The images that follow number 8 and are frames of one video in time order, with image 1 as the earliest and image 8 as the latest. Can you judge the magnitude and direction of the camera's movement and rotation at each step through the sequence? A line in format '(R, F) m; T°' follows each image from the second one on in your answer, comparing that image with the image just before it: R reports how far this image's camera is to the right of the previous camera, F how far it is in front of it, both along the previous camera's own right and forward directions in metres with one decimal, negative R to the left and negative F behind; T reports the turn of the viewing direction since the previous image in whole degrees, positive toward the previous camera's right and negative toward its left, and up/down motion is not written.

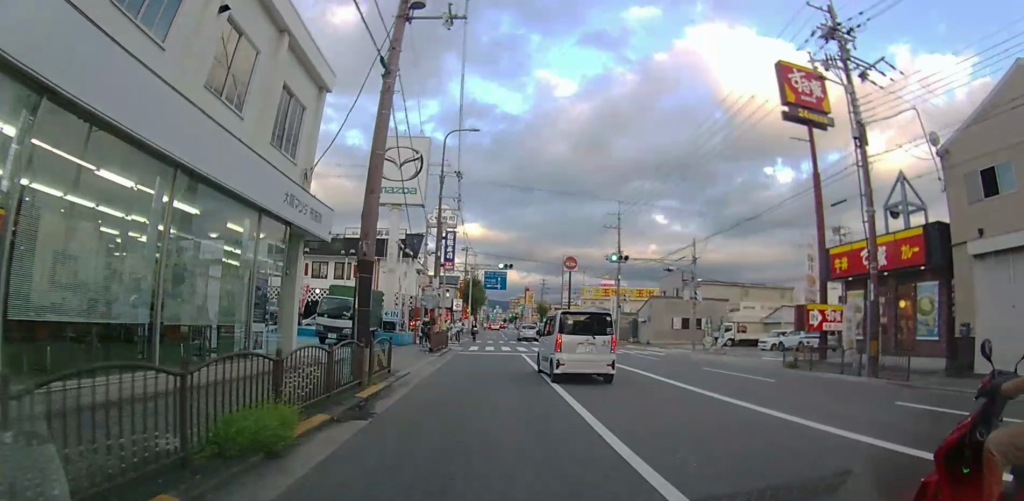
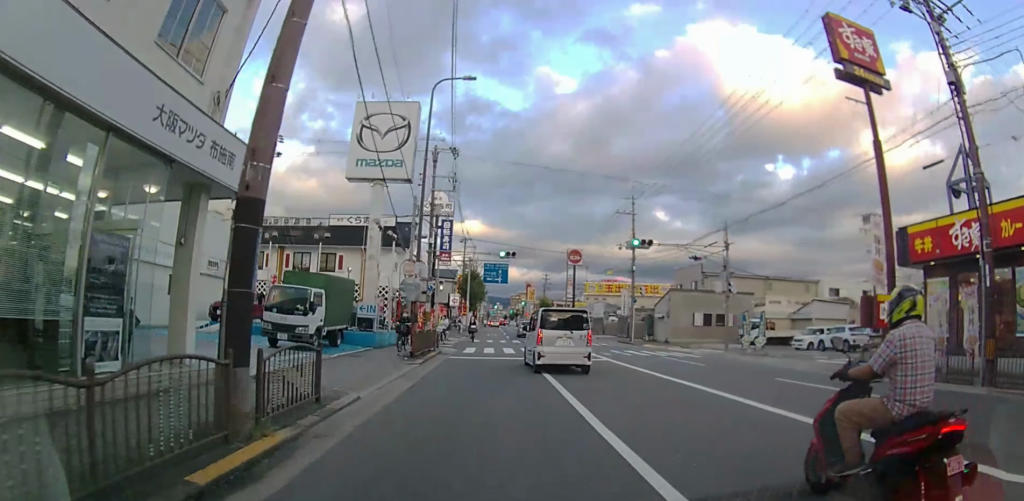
(+0.1, +4.9) m; 0°
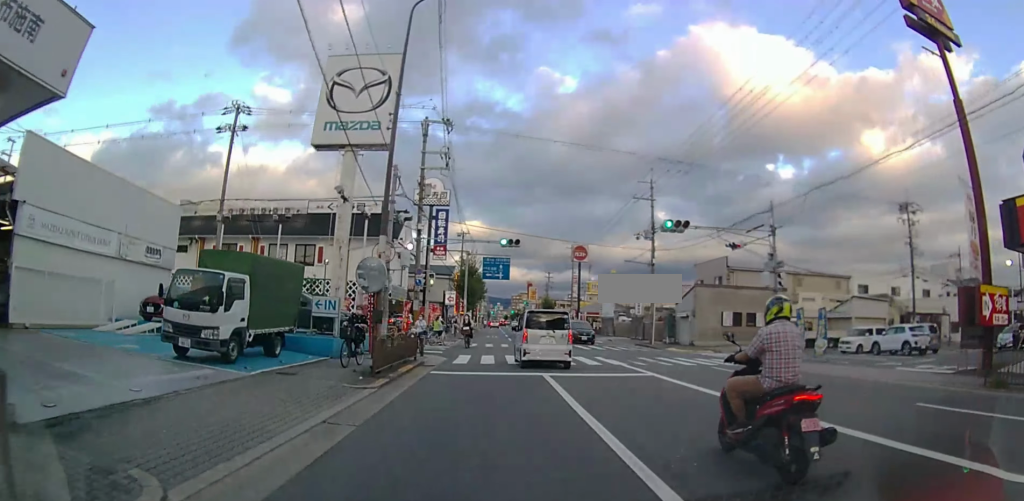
(0.0, +5.3) m; 0°
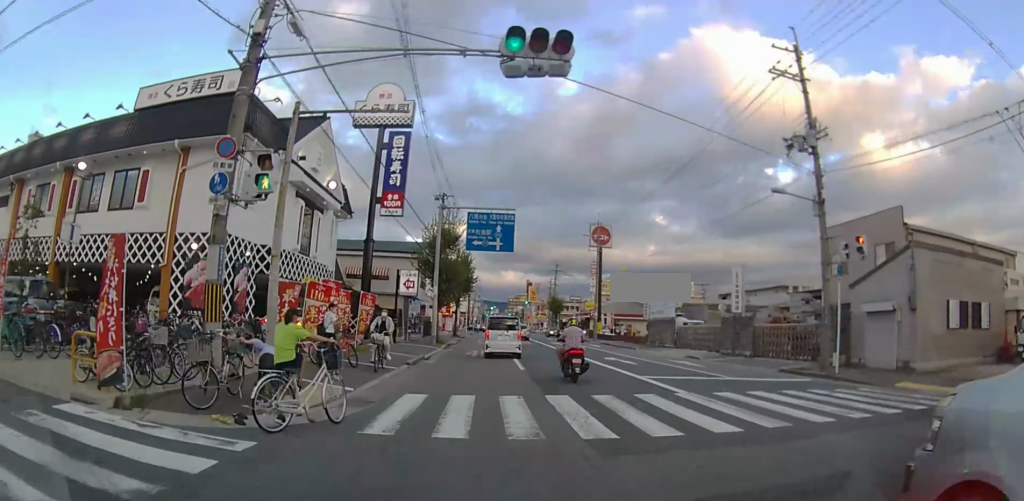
(0.0, +21.9) m; 0°
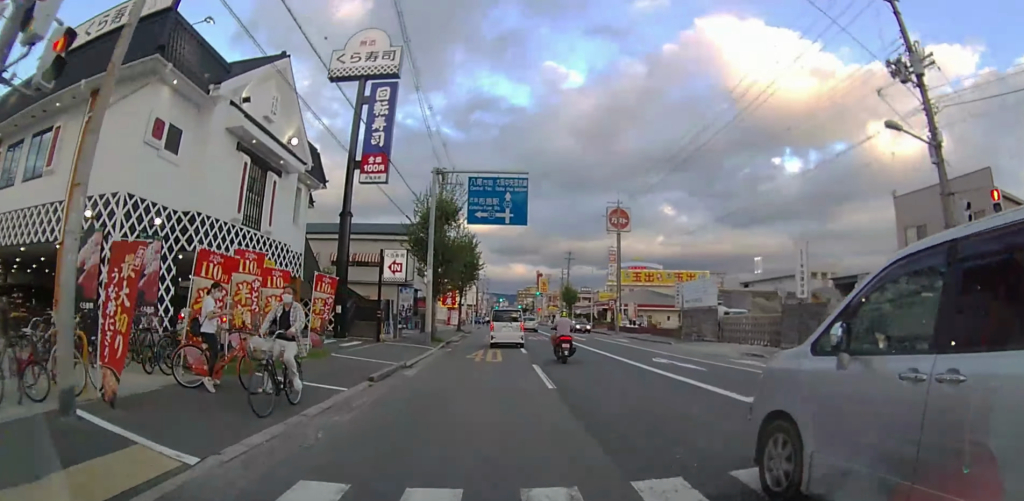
(0.0, +6.4) m; 0°
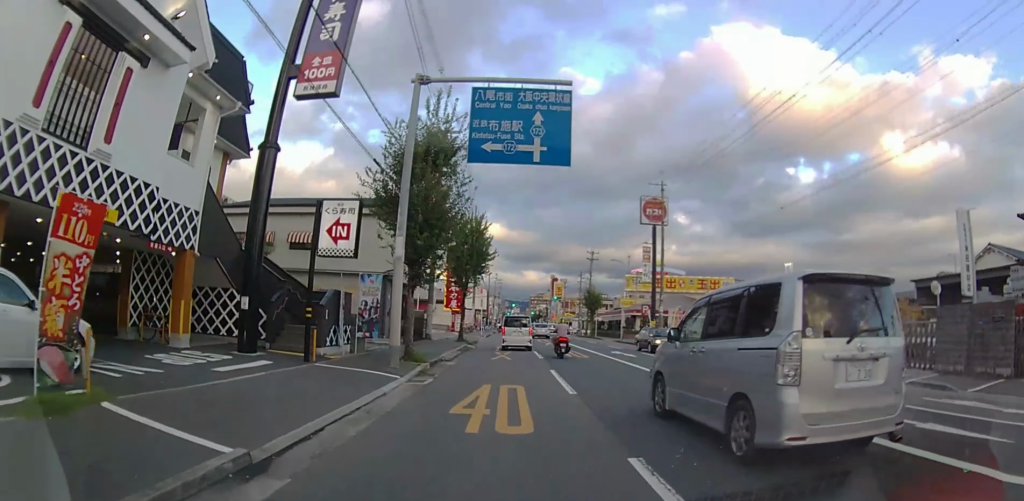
(0.0, +10.0) m; 0°
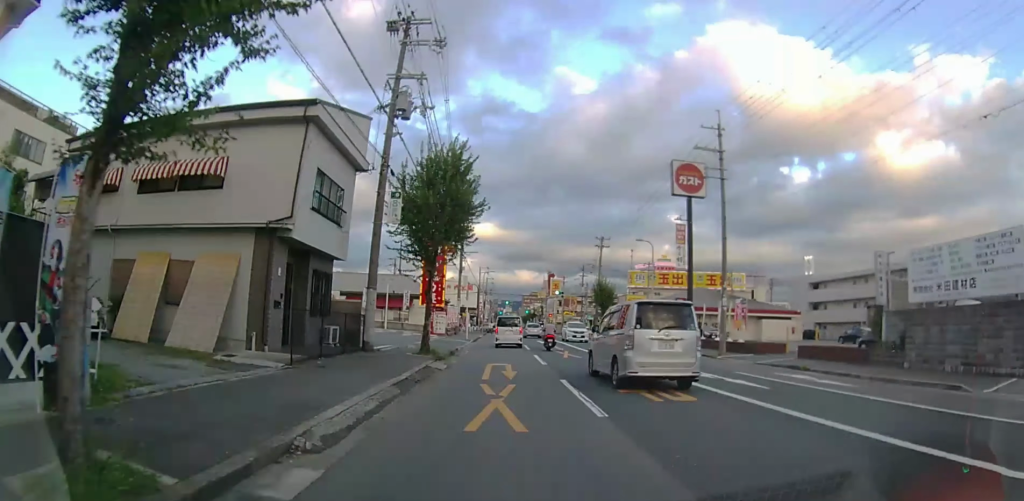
(0.0, +12.7) m; 0°
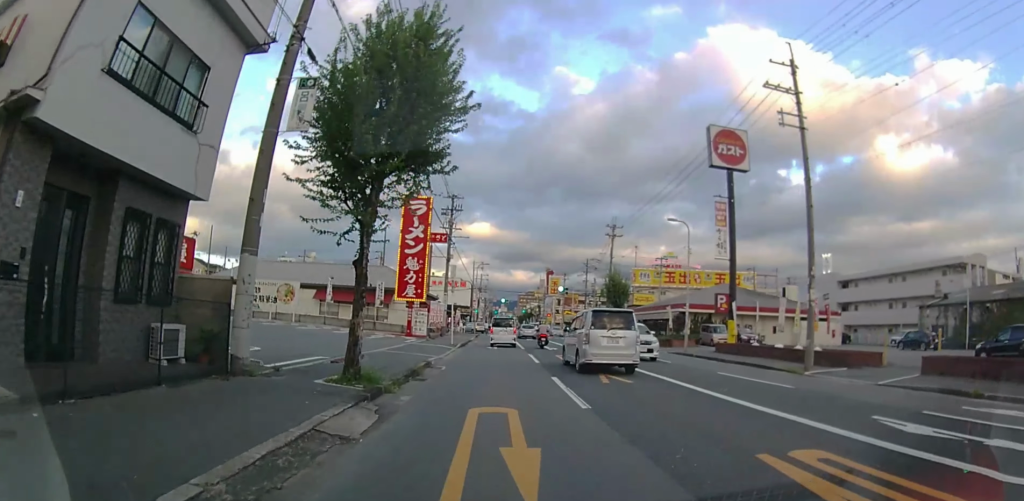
(0.0, +8.6) m; 0°
